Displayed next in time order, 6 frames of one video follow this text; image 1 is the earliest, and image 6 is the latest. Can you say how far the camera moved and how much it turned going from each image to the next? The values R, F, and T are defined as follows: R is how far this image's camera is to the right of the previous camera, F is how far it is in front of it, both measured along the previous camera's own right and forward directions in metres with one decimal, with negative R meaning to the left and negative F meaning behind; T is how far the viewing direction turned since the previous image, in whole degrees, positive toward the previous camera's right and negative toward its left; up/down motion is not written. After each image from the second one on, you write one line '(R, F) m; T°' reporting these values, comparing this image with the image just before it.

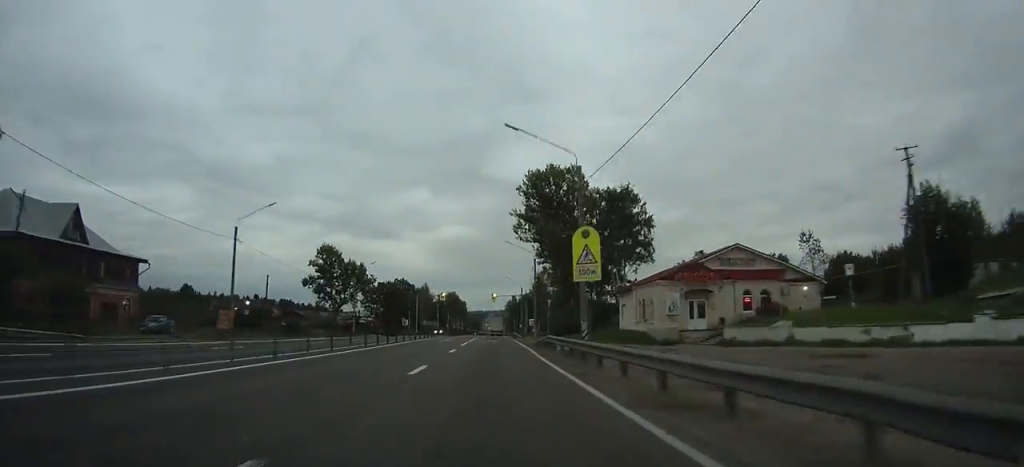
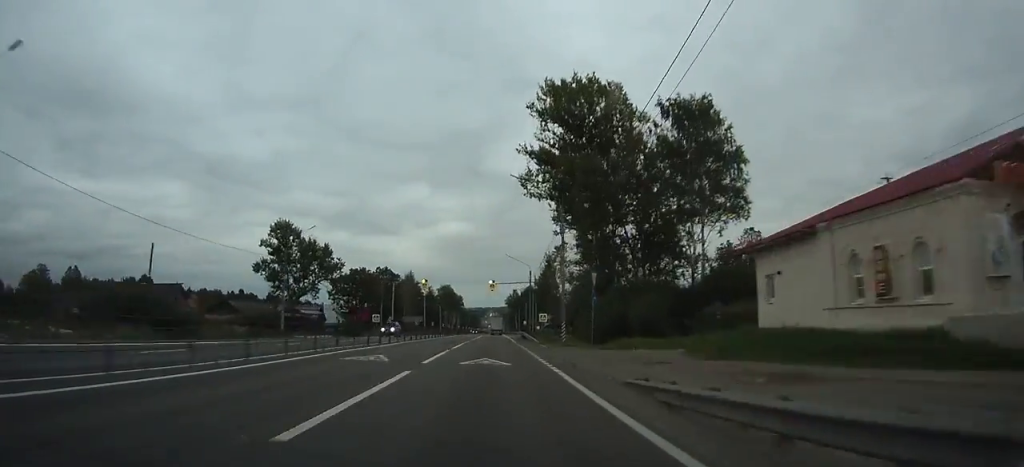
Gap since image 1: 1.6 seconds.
(0.0, +28.6) m; 0°
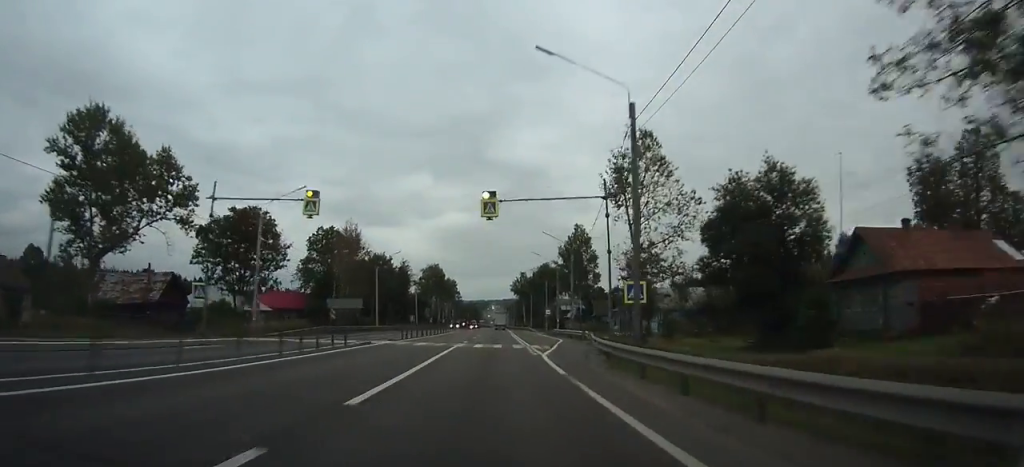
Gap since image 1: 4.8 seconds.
(-0.5, +57.2) m; -1°
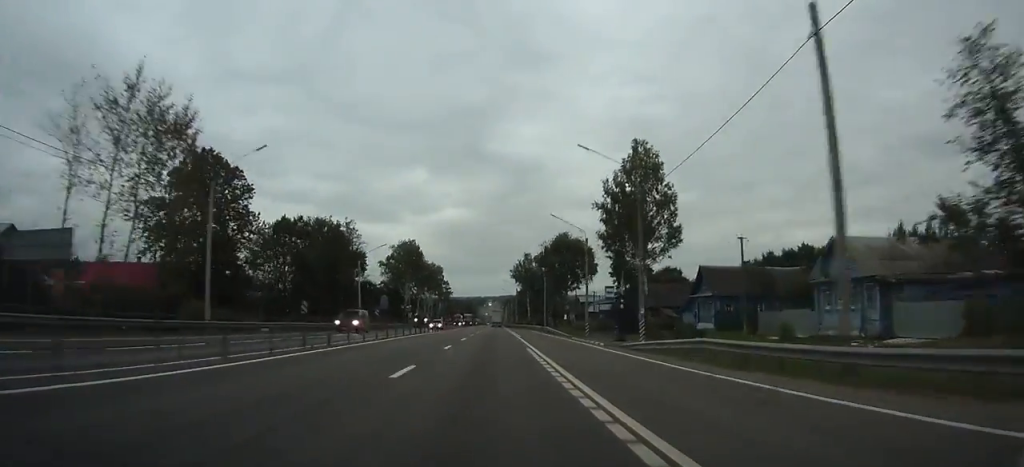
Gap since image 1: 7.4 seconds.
(0.0, +47.1) m; 0°
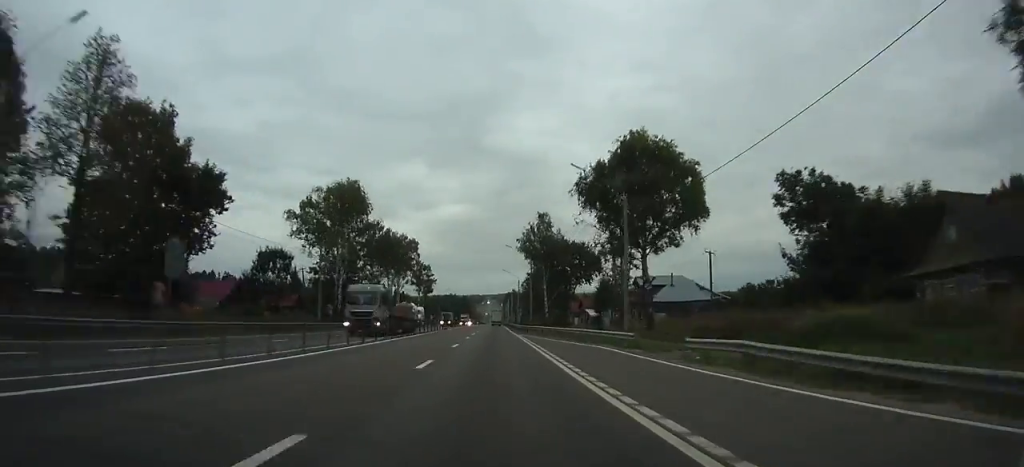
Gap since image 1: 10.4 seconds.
(+0.2, +56.1) m; 0°
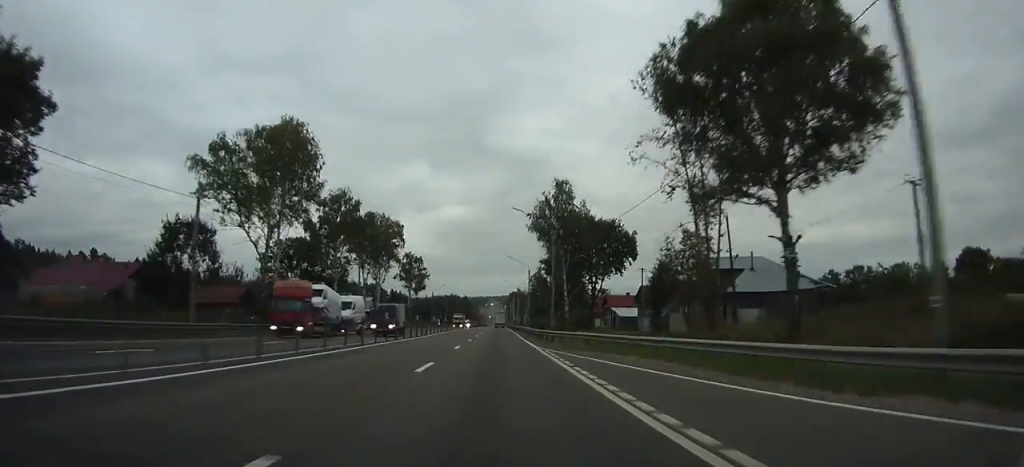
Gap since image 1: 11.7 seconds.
(-0.1, +24.2) m; 0°
